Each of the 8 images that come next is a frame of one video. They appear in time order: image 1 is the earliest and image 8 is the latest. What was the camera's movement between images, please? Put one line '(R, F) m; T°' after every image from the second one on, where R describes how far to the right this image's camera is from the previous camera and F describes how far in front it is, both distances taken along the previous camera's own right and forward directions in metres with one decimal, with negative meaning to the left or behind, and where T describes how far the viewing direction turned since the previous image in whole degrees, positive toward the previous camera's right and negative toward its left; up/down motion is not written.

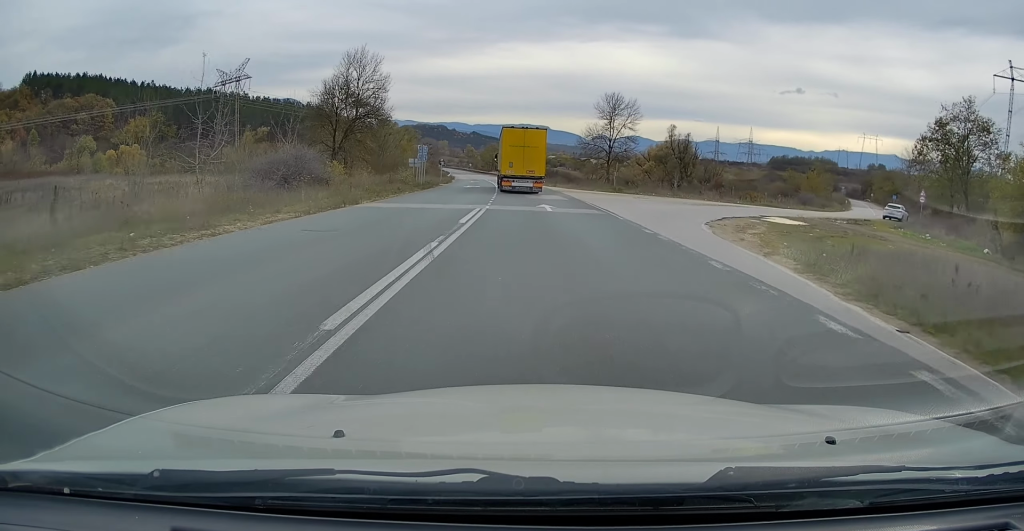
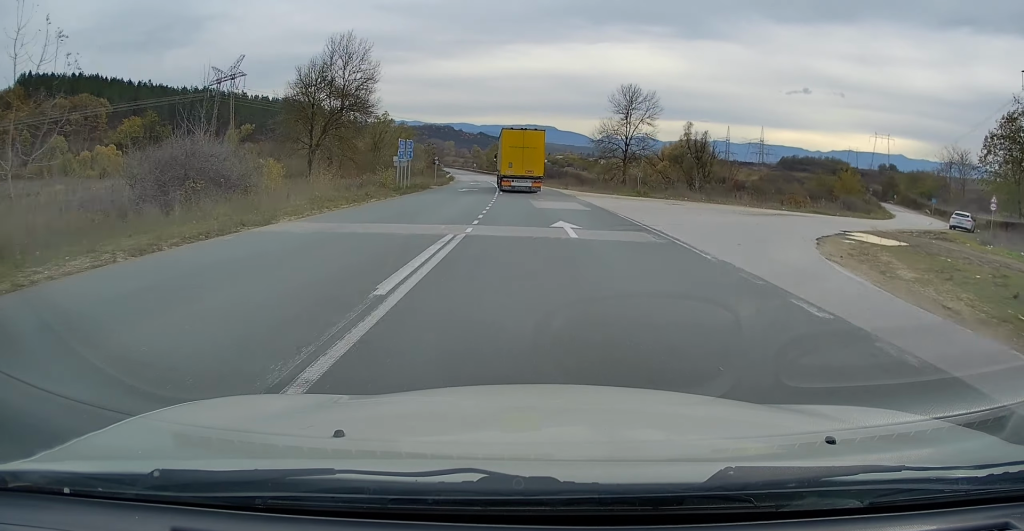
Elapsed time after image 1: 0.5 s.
(-0.1, +9.0) m; 0°
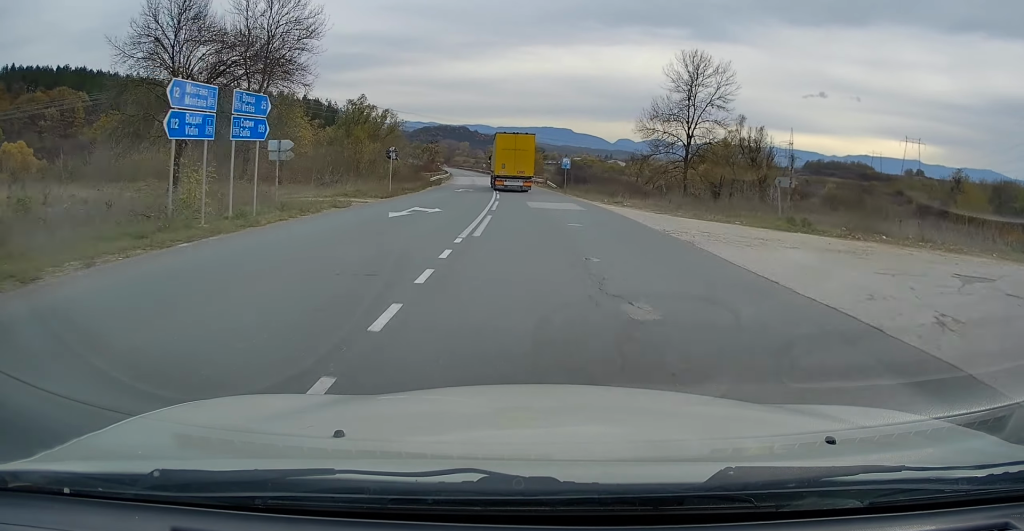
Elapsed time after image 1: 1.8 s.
(-0.2, +25.0) m; -1°
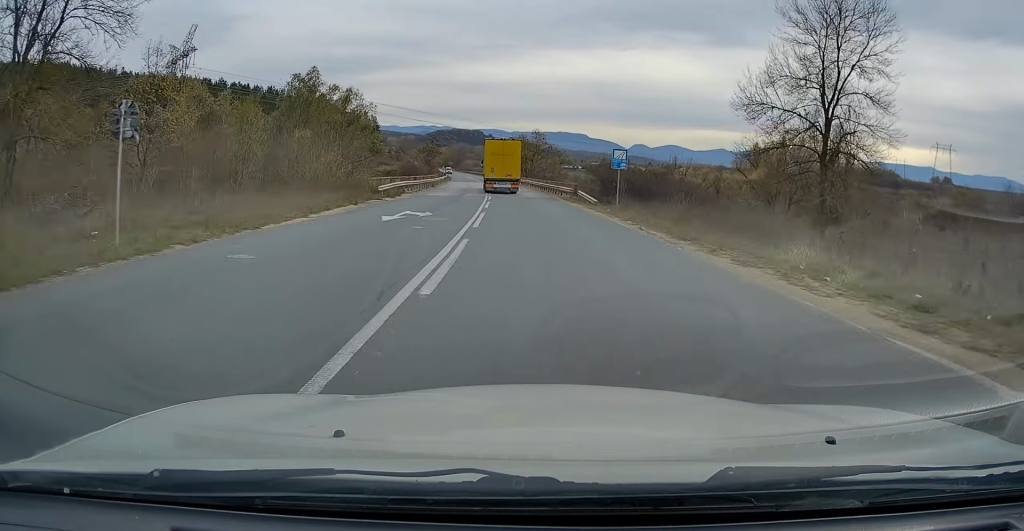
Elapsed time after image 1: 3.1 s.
(-0.4, +25.0) m; -2°
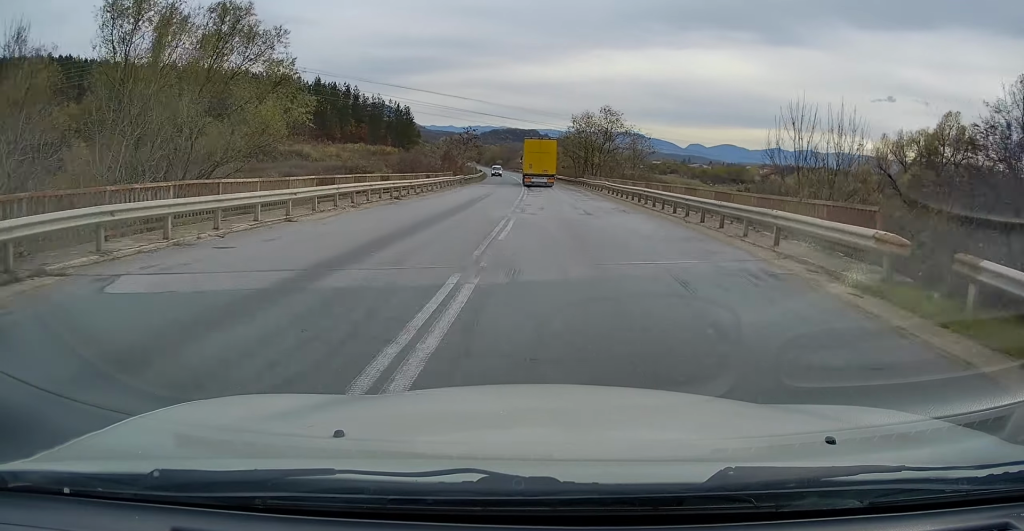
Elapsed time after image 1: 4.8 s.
(-0.7, +34.4) m; -3°
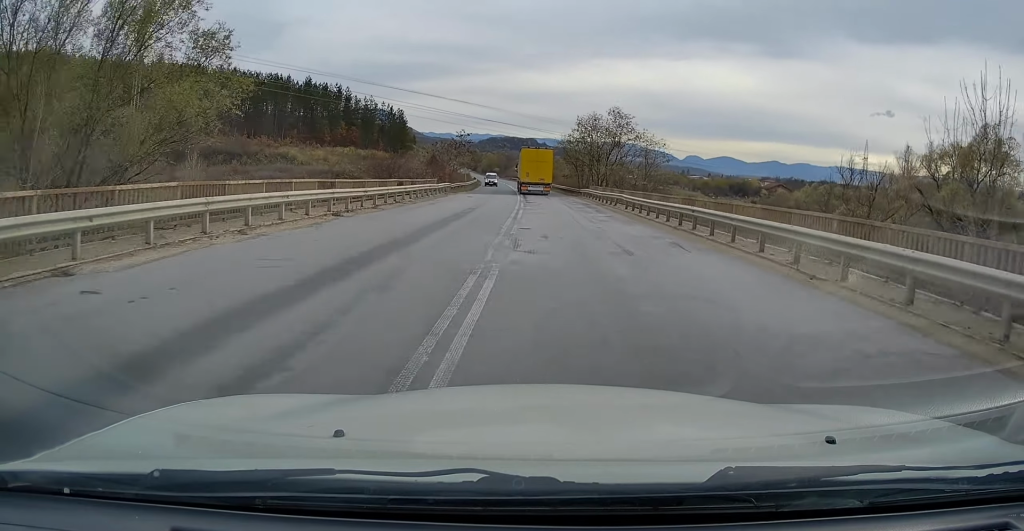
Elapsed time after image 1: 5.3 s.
(-0.1, +8.4) m; -1°
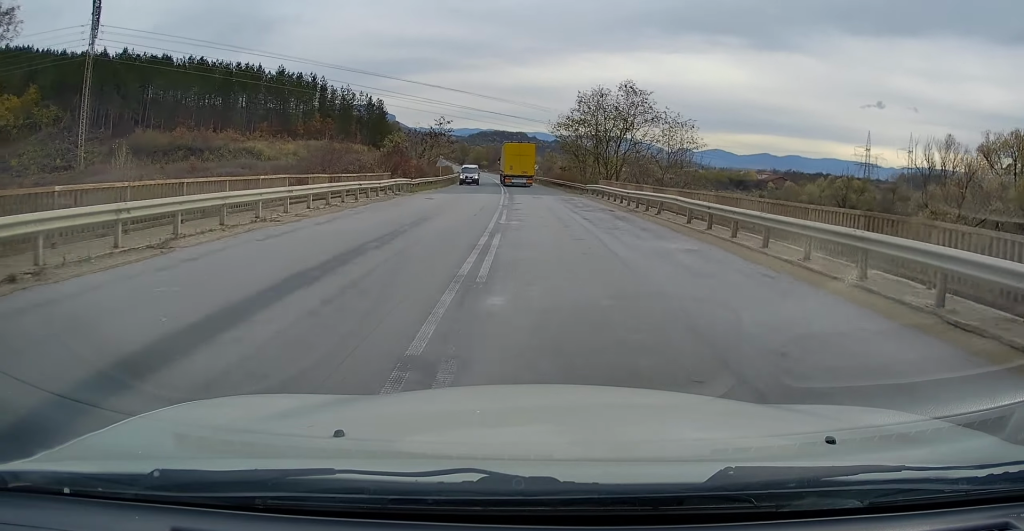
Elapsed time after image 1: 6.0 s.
(-0.2, +14.0) m; -1°
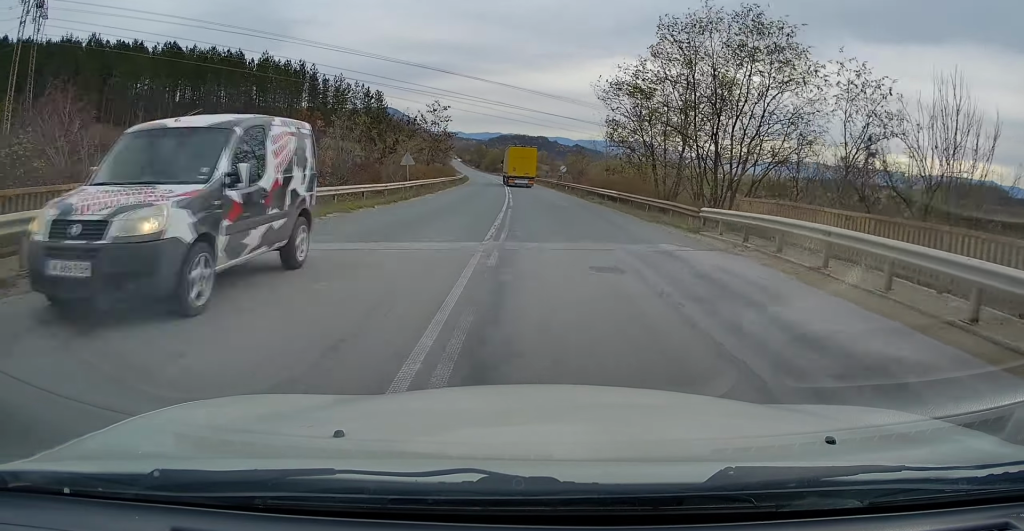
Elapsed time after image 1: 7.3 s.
(-0.3, +25.2) m; -1°
